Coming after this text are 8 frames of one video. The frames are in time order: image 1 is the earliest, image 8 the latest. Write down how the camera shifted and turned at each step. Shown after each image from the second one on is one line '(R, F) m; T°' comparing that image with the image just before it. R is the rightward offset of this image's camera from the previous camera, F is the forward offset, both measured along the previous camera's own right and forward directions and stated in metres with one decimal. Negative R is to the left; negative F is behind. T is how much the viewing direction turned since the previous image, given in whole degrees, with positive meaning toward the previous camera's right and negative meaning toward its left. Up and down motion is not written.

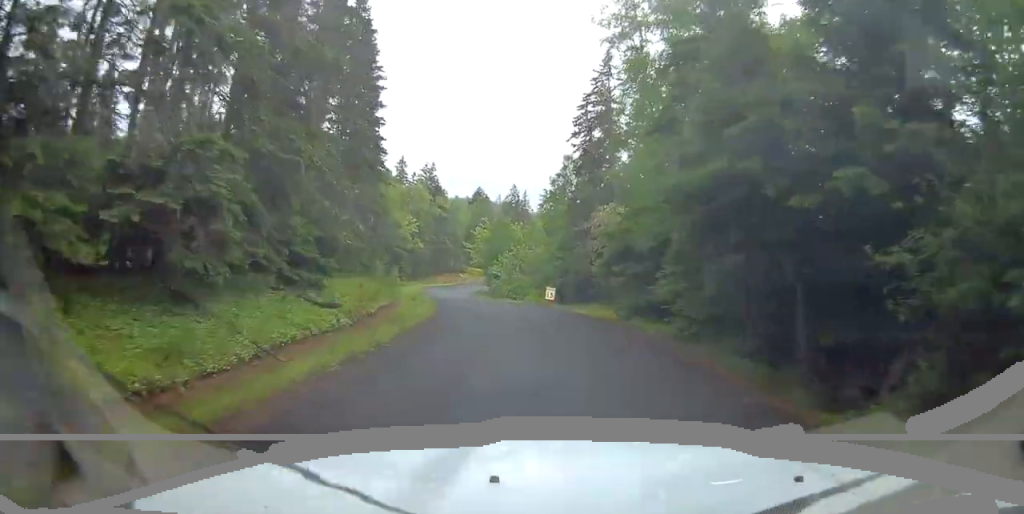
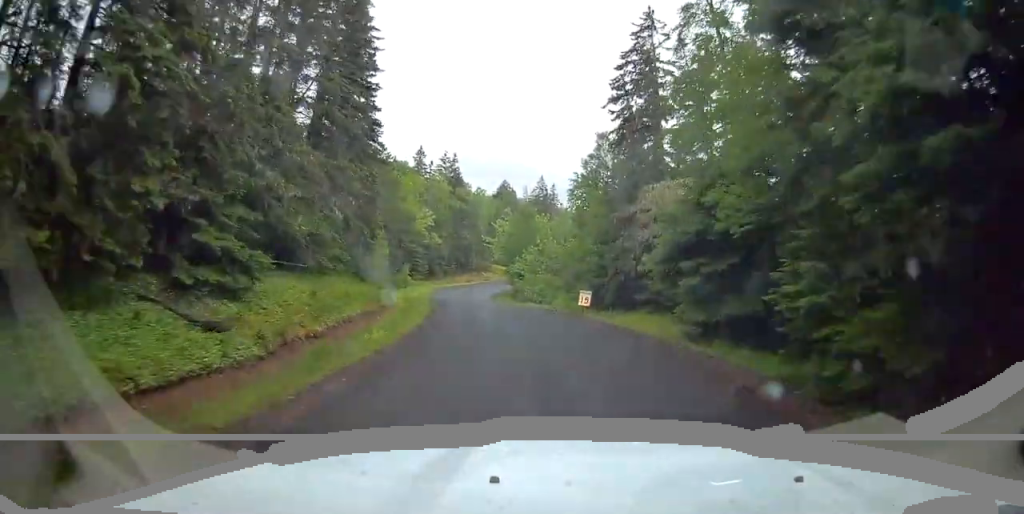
(+0.2, +8.7) m; -3°
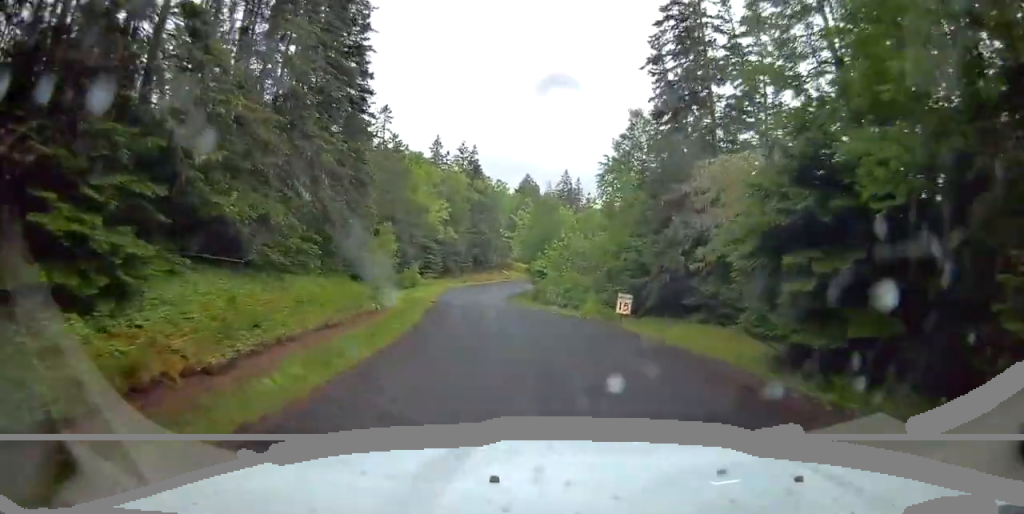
(-0.5, +6.7) m; -3°
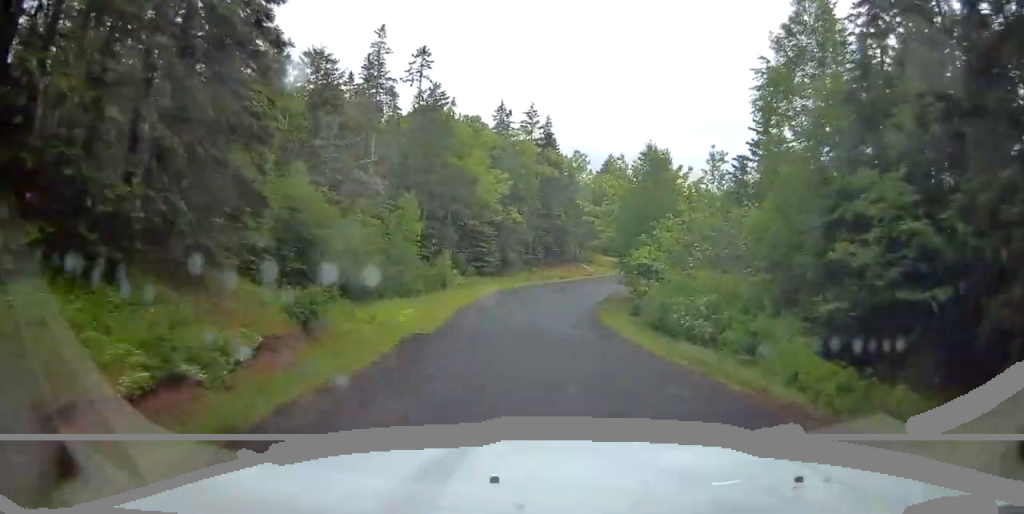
(-1.0, +19.6) m; -7°
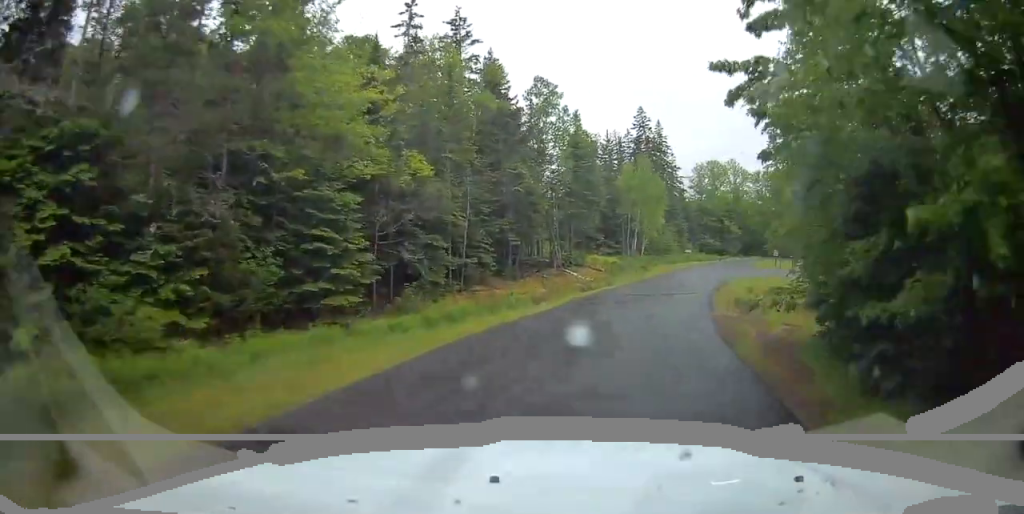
(-1.9, +31.3) m; +1°
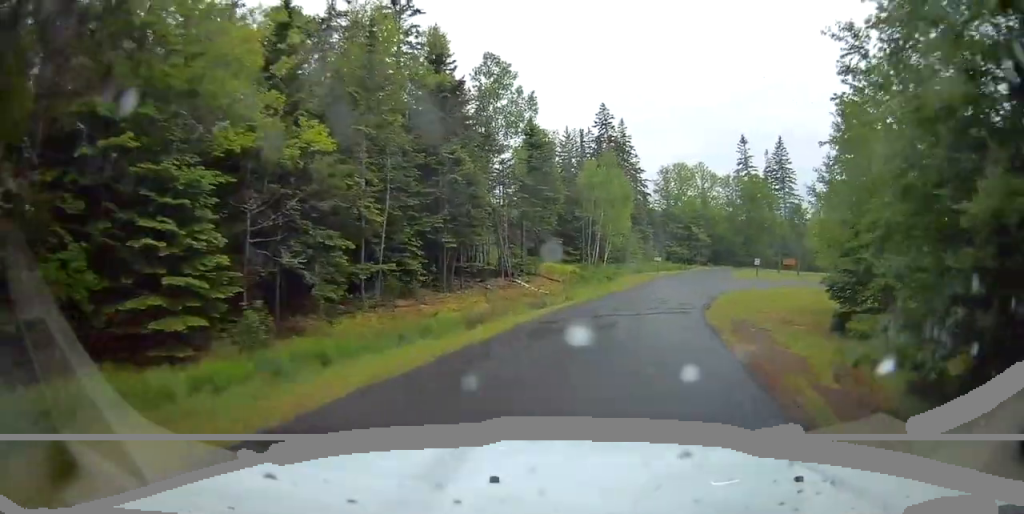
(+0.2, +6.7) m; +2°
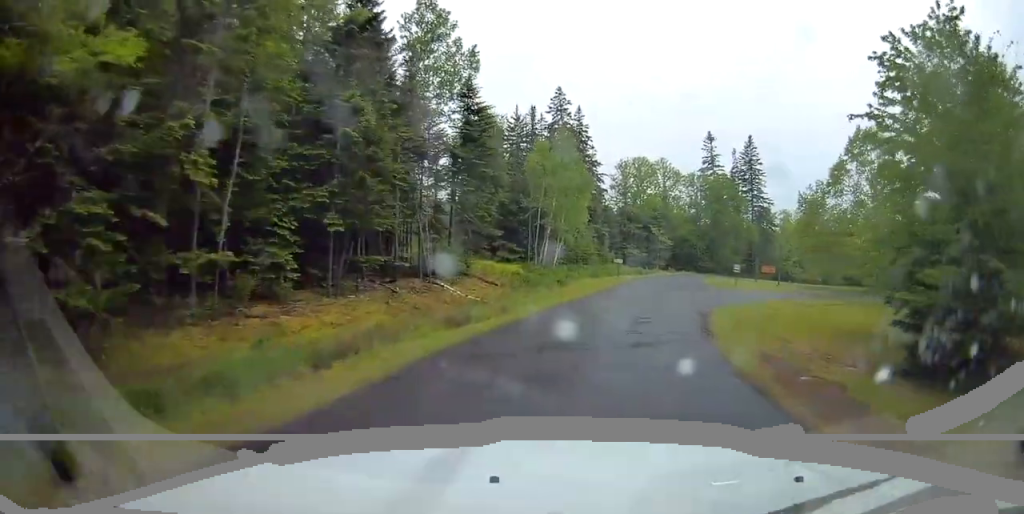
(+0.3, +8.5) m; +3°
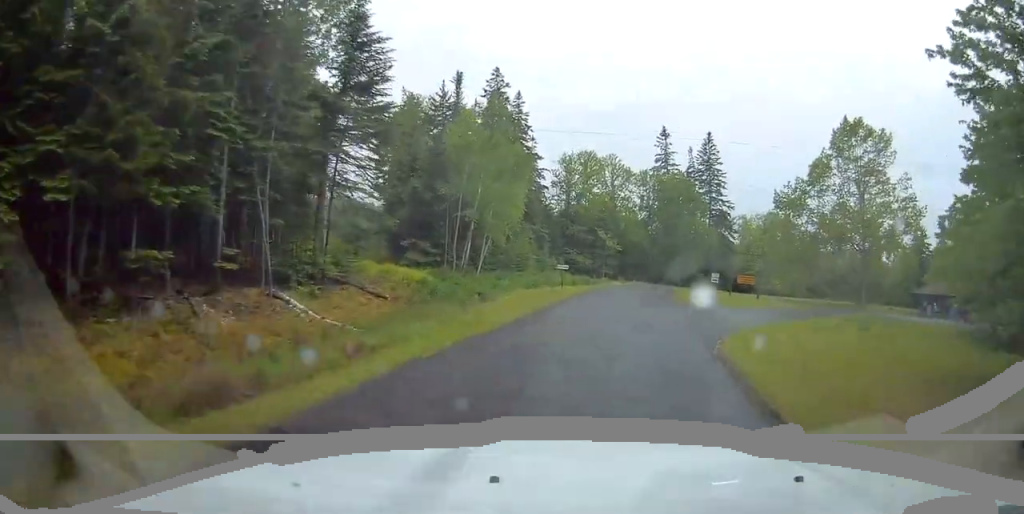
(+0.3, +10.5) m; +6°
